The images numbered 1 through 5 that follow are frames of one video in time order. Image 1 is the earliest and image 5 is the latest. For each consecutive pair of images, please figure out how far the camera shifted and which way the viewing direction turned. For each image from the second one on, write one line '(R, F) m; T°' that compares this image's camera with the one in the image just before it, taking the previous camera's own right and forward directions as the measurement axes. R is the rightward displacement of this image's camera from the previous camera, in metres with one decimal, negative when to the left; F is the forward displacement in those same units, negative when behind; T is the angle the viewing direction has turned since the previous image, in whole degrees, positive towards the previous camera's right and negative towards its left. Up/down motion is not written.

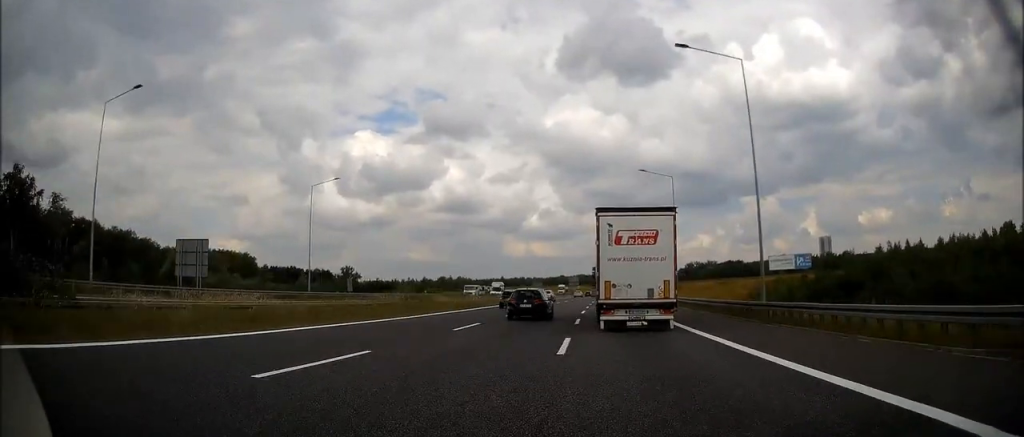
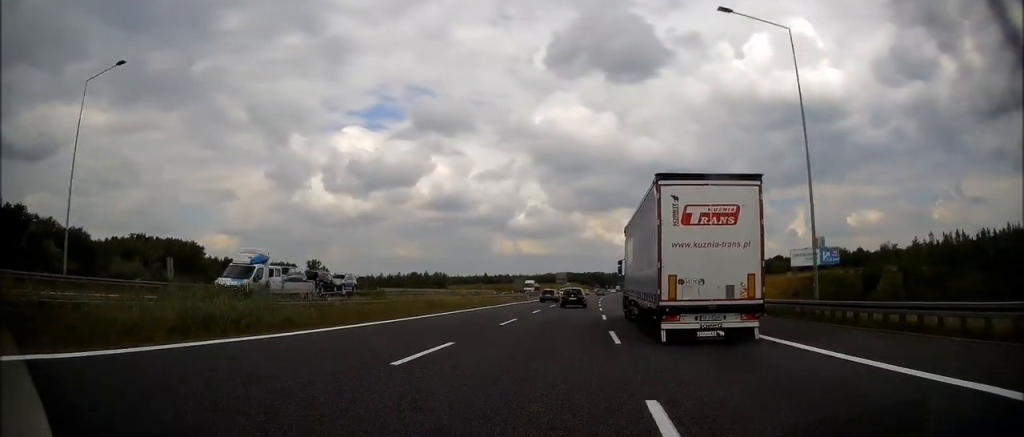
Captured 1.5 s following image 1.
(+0.1, +35.0) m; 0°
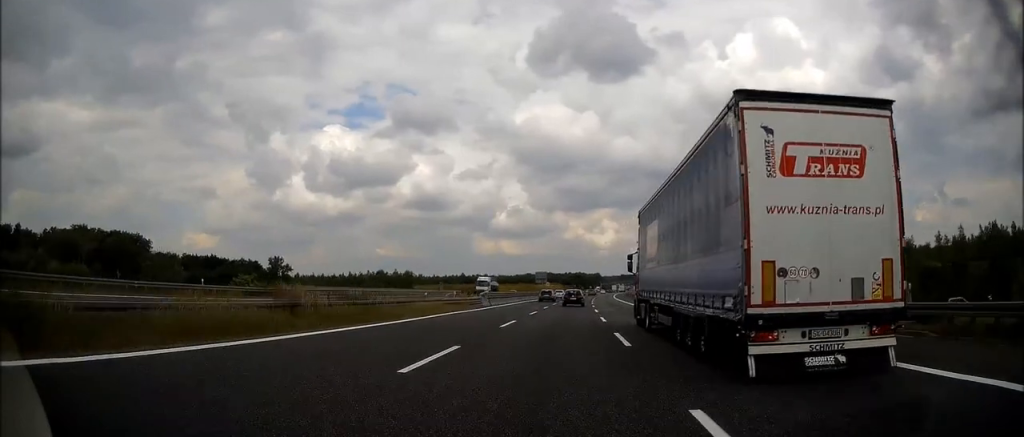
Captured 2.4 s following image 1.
(-0.1, +24.5) m; +1°
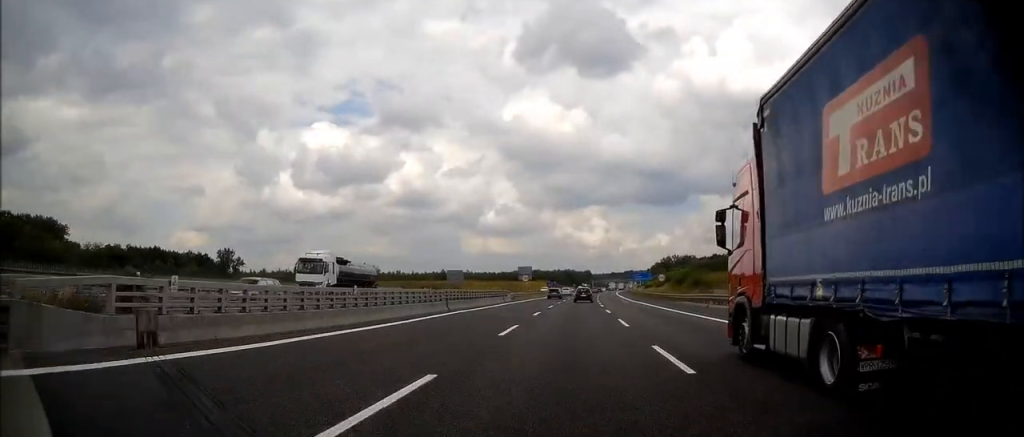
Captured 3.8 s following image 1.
(+1.3, +41.2) m; +2°
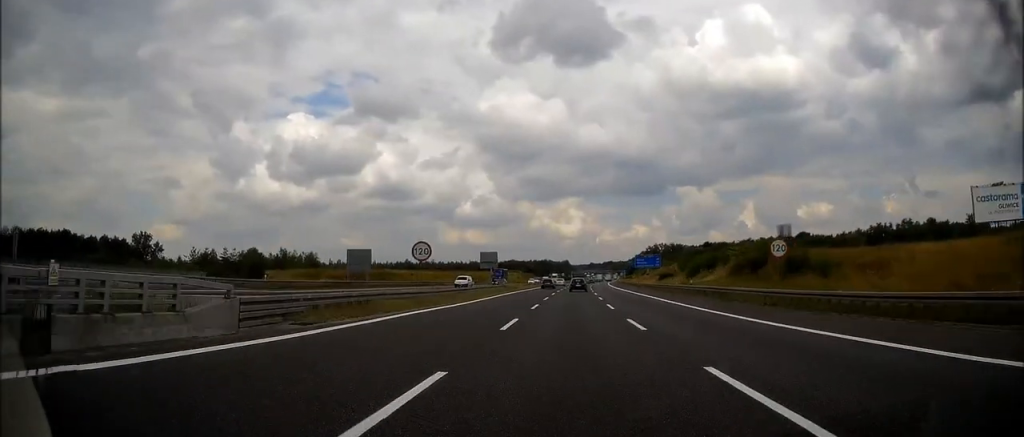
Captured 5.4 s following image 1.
(+0.2, +48.1) m; +1°
